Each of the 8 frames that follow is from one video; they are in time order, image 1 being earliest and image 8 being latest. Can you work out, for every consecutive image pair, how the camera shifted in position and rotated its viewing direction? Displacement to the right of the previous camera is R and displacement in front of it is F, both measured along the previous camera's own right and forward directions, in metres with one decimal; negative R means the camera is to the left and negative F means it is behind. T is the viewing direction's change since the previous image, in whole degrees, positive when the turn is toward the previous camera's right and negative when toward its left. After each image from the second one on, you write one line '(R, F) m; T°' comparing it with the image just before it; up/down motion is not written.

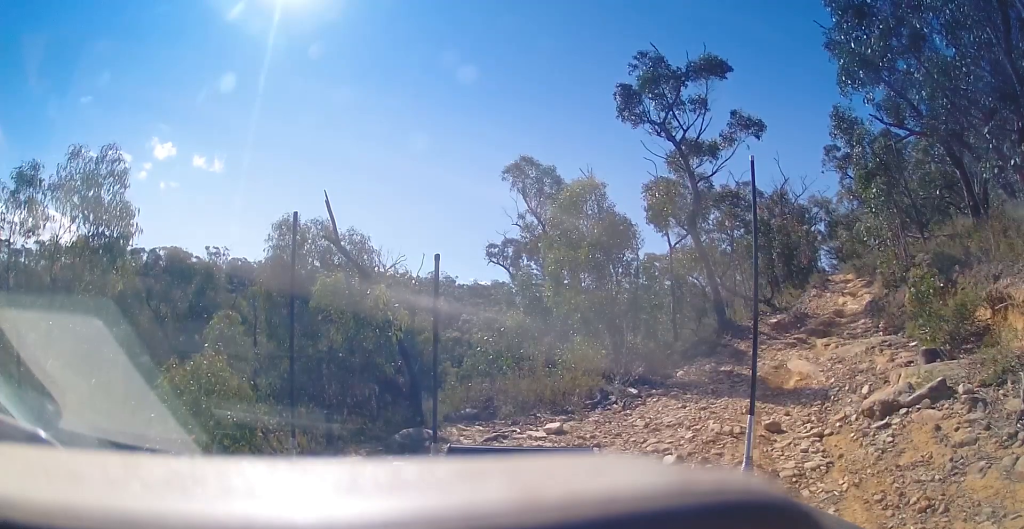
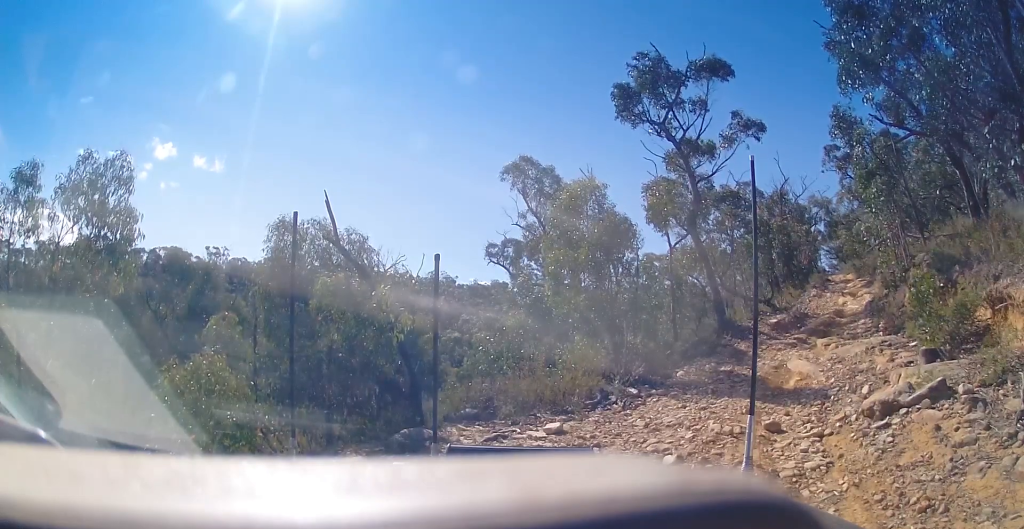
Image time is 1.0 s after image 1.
(0.0, 0.0) m; 0°
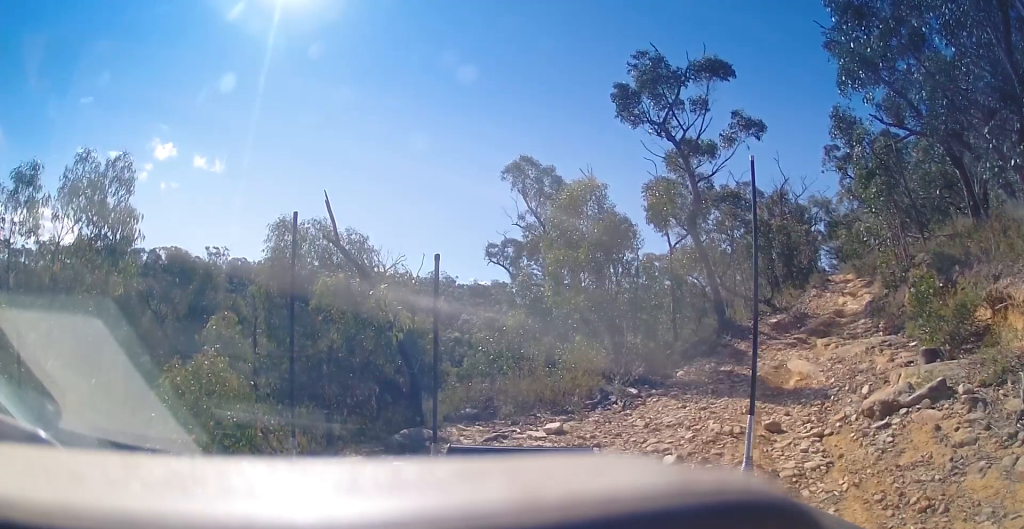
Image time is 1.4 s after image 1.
(0.0, 0.0) m; 0°
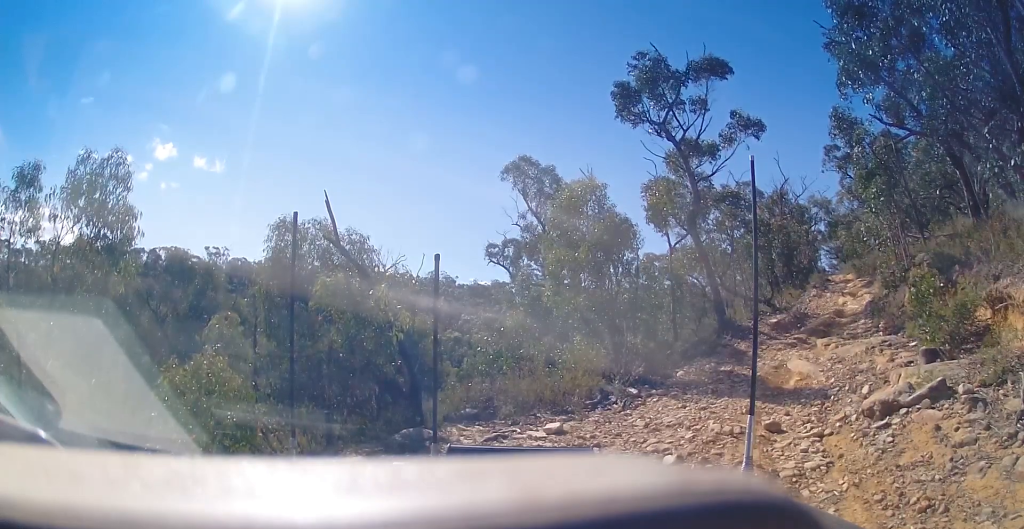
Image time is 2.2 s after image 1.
(0.0, 0.0) m; 0°
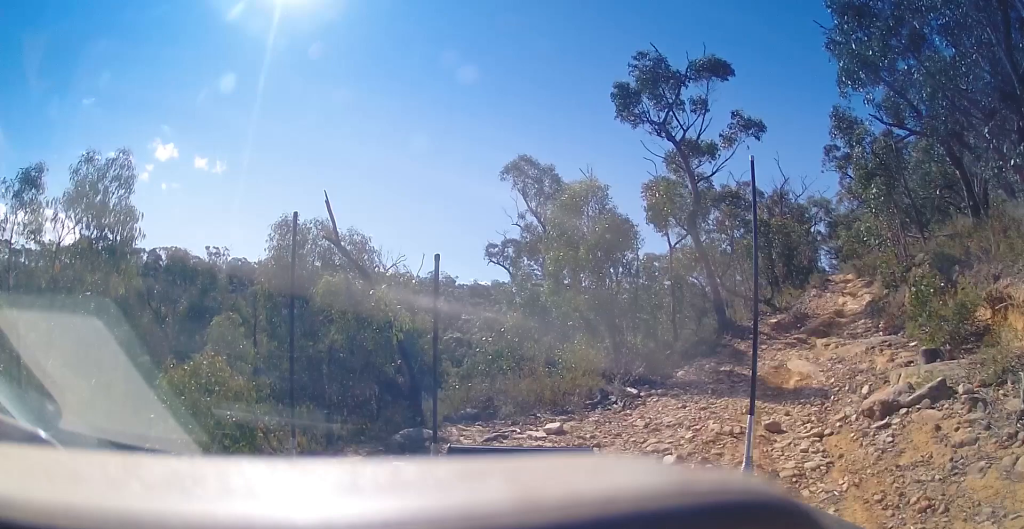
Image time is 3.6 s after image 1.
(0.0, 0.0) m; 0°
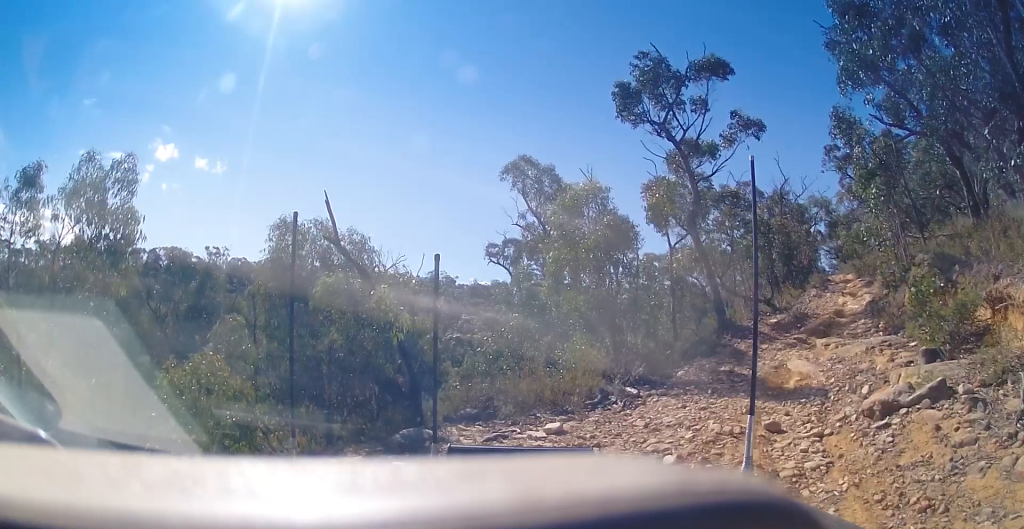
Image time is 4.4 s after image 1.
(0.0, 0.0) m; 0°
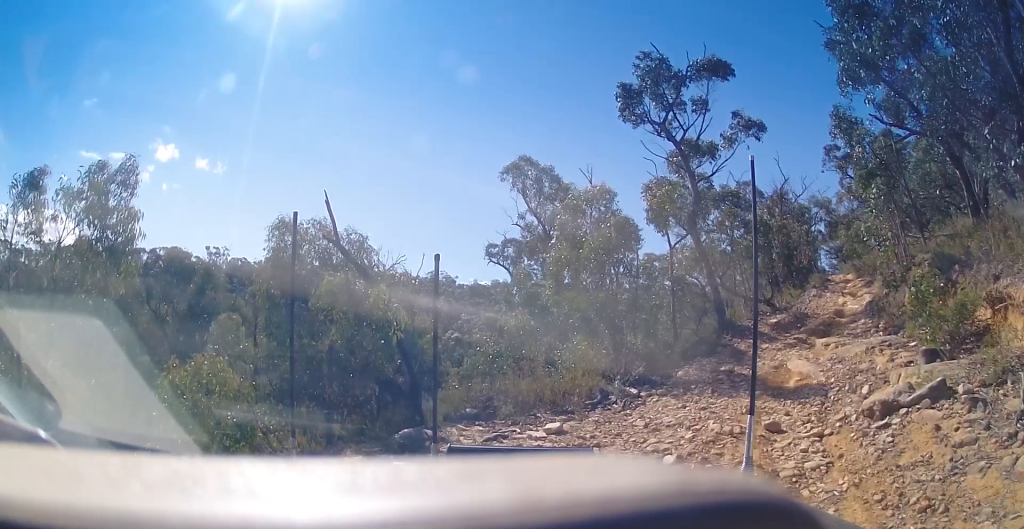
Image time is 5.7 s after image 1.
(0.0, 0.0) m; 0°
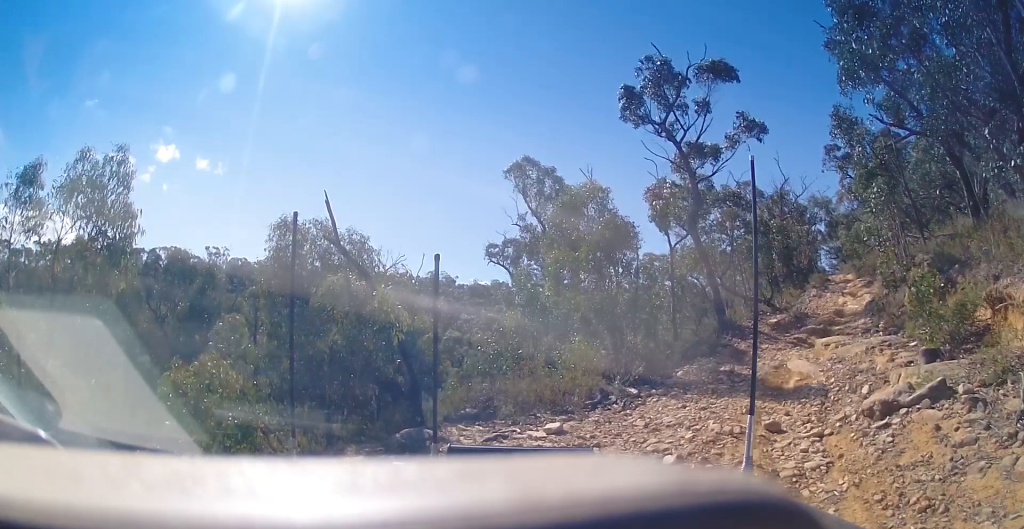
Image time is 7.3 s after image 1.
(0.0, 0.0) m; 0°
